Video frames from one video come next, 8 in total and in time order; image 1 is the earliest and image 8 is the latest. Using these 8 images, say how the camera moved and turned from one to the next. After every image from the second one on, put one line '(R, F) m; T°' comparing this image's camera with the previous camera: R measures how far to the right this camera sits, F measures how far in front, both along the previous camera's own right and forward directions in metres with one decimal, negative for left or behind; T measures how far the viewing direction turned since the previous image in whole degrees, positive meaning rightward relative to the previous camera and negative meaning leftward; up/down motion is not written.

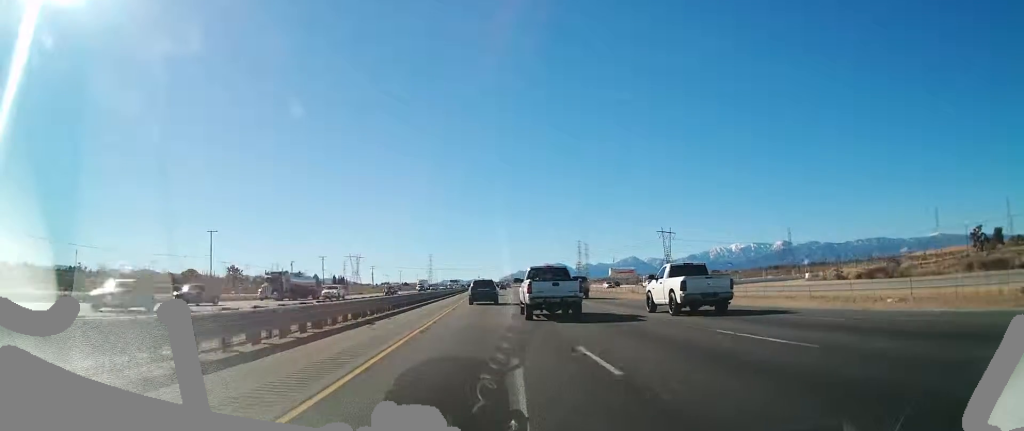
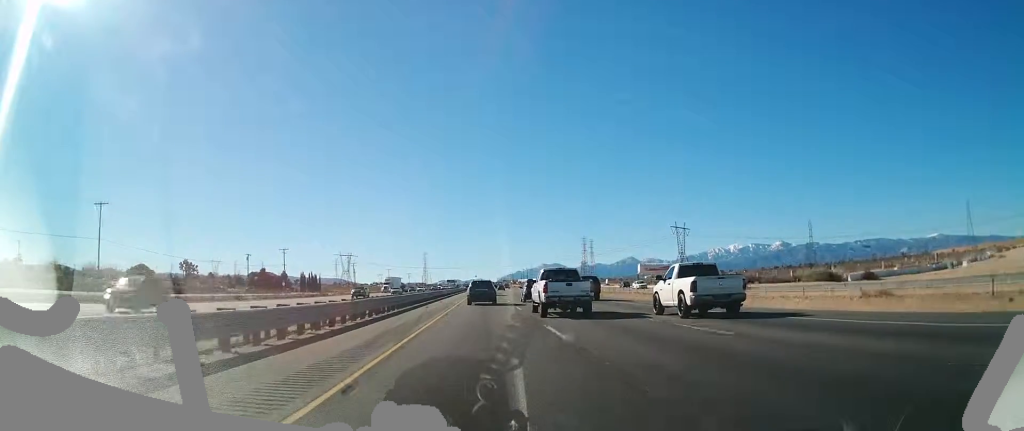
(-0.1, +39.9) m; 0°
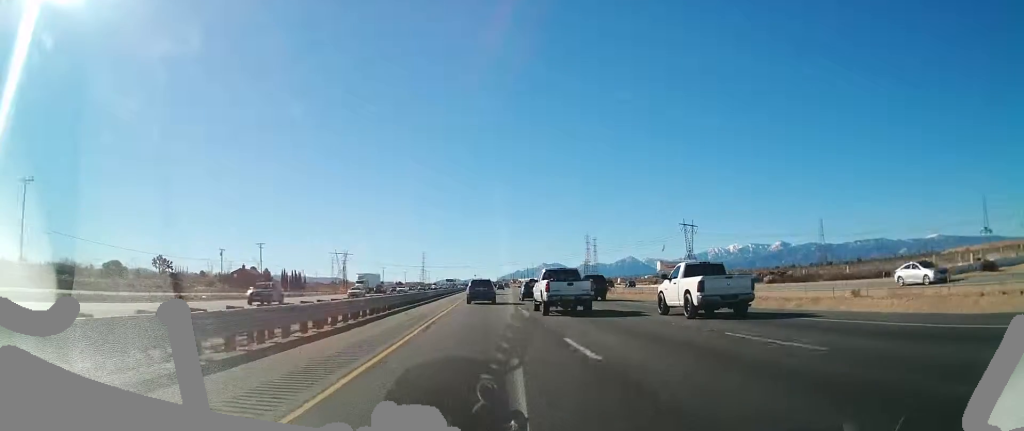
(+0.2, +18.4) m; 0°
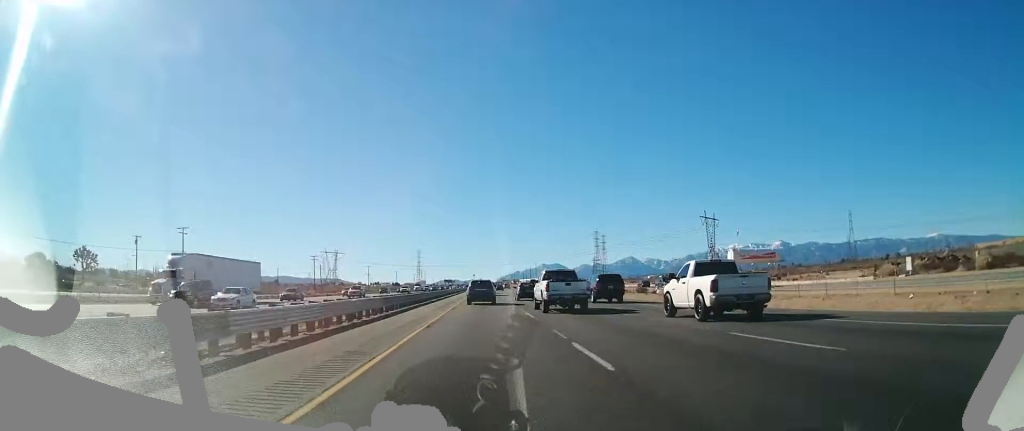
(-0.2, +42.6) m; 0°
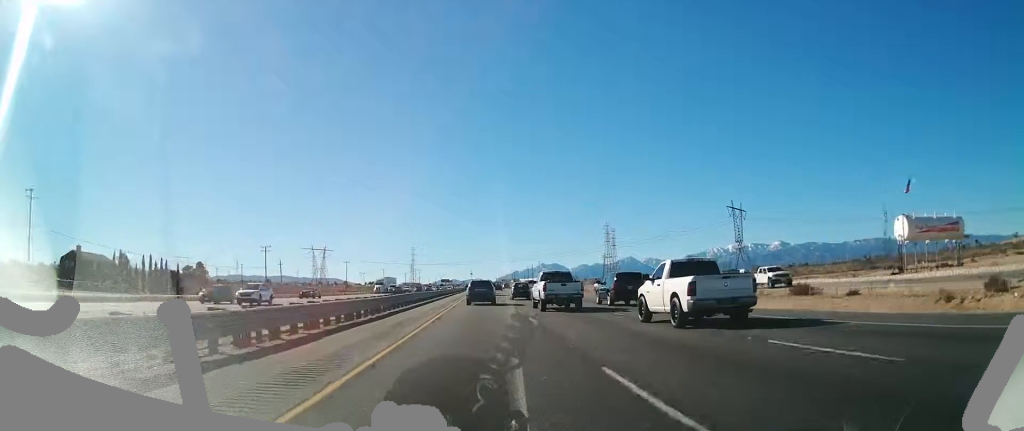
(+0.4, +45.1) m; 0°
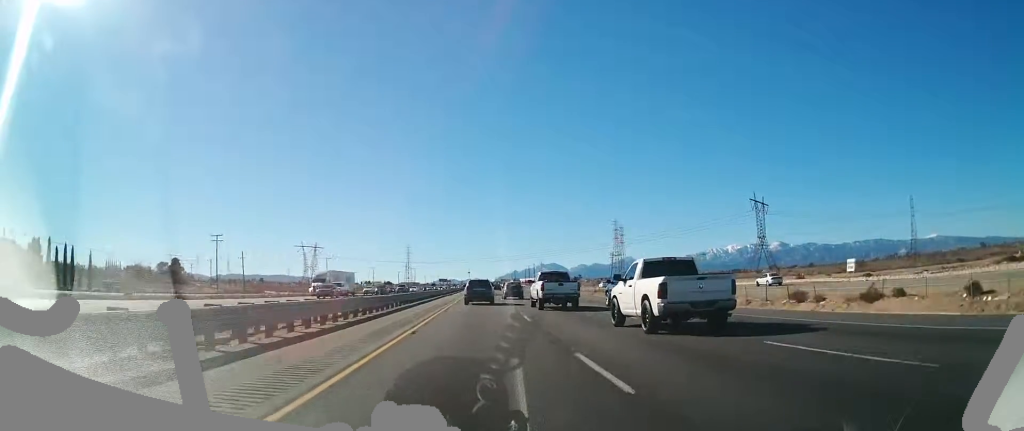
(-0.2, +29.9) m; 0°
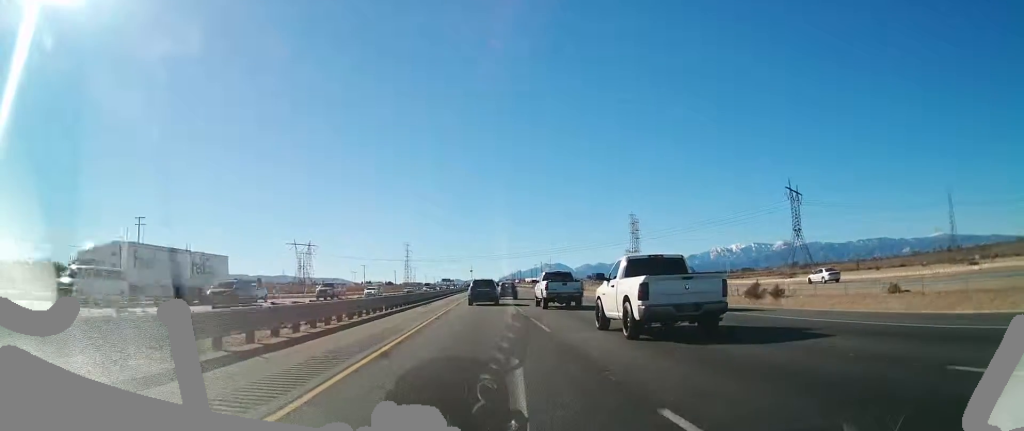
(0.0, +33.5) m; 0°
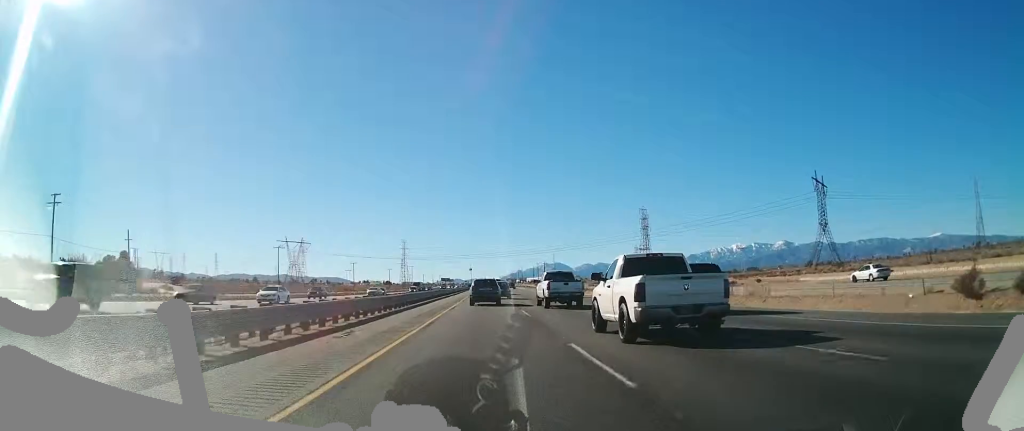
(+0.1, +23.7) m; 0°
